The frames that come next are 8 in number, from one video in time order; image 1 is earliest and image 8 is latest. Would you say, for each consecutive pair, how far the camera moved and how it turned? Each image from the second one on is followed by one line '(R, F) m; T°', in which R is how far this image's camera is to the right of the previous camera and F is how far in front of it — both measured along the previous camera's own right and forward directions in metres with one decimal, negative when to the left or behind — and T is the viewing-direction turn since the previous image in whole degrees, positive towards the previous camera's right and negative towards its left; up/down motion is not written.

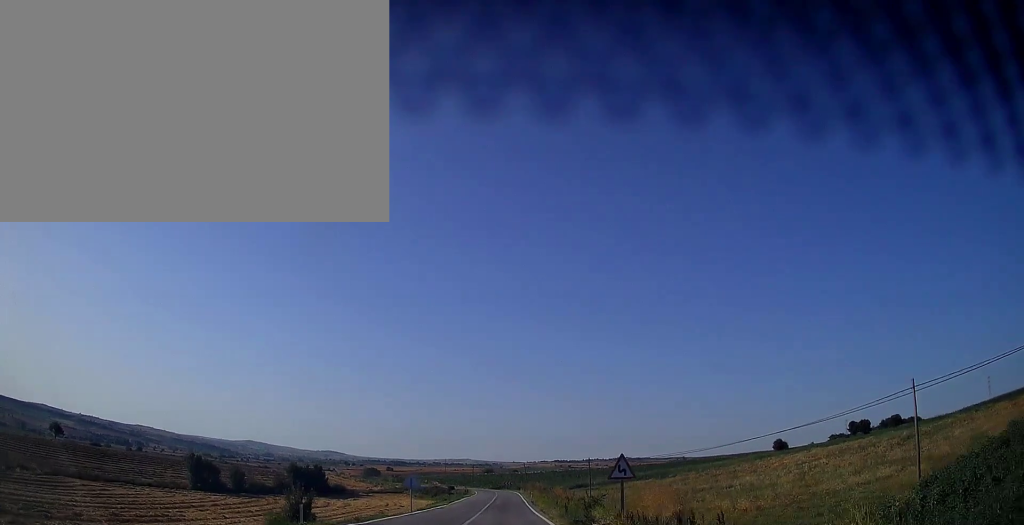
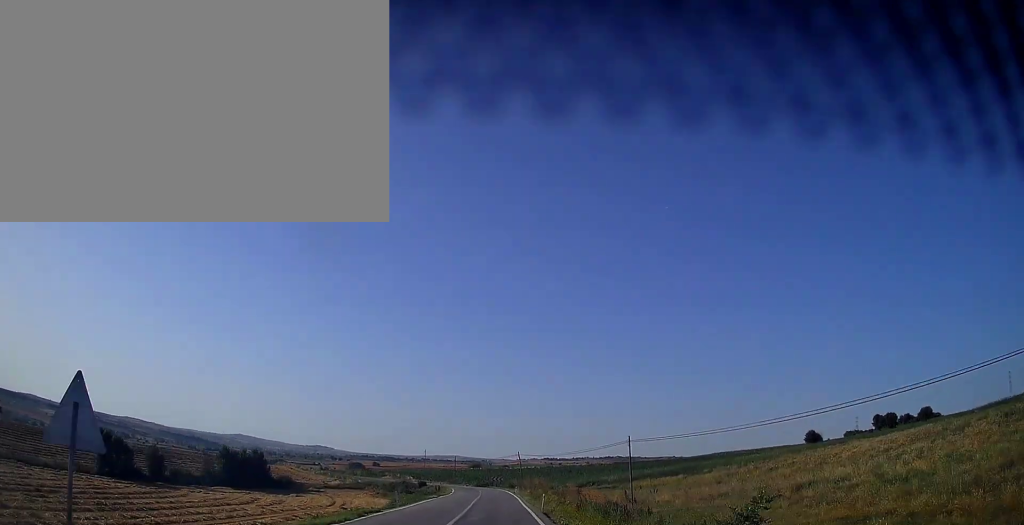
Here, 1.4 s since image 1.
(+0.4, +30.9) m; +1°
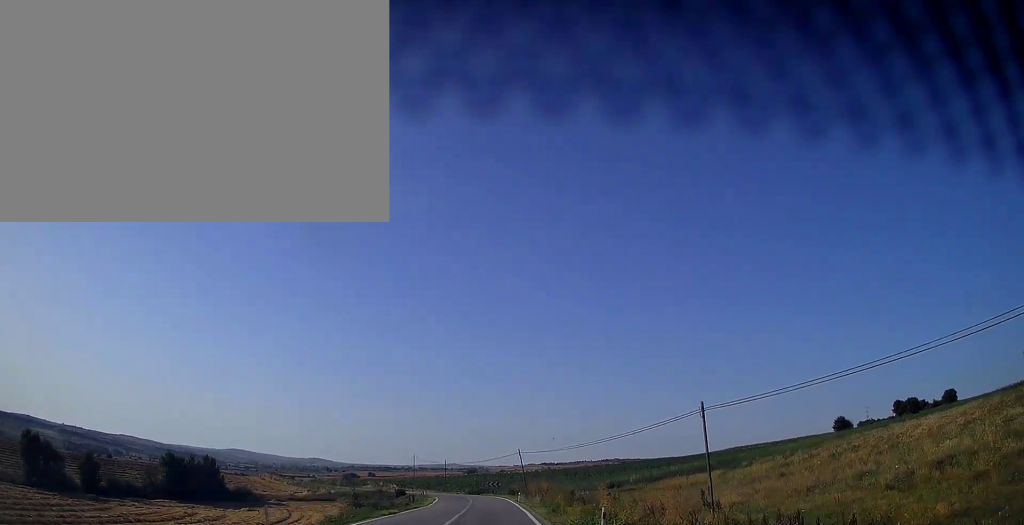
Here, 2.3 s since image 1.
(+0.1, +19.3) m; +1°
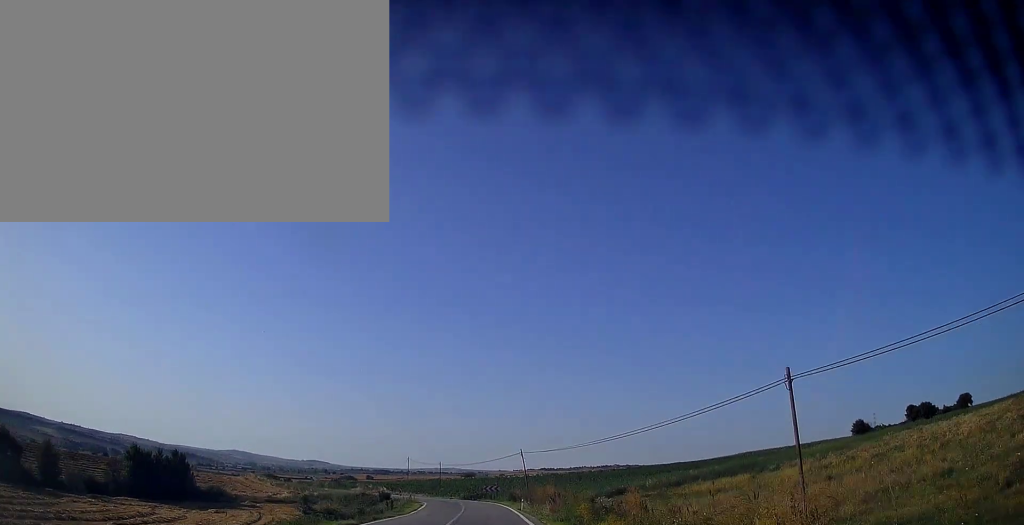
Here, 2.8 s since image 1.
(0.0, +10.5) m; 0°
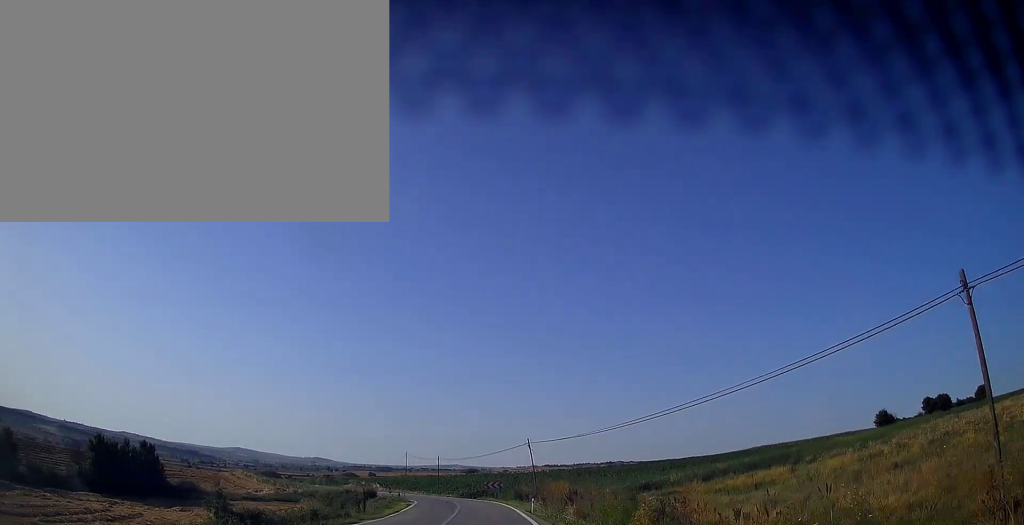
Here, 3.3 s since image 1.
(0.0, +9.7) m; 0°
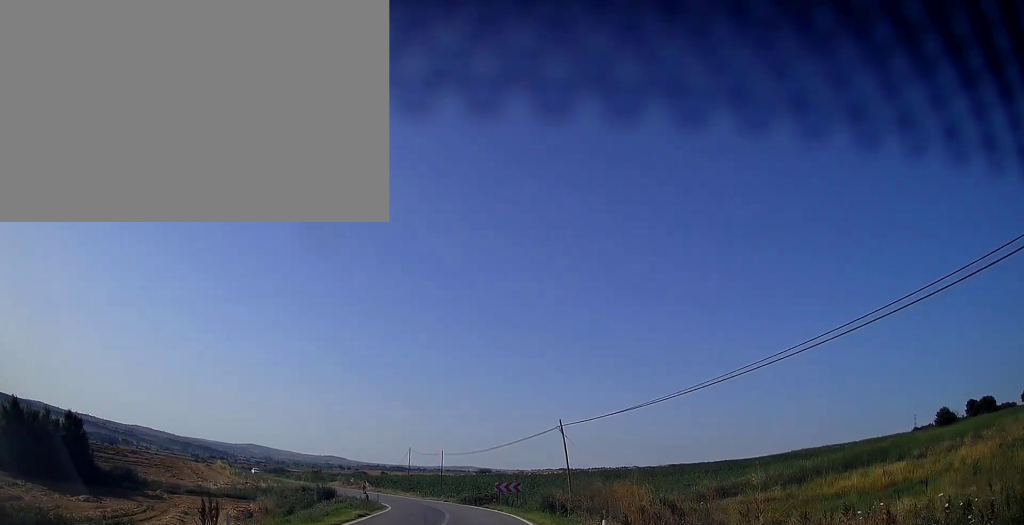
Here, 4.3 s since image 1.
(0.0, +19.3) m; -1°
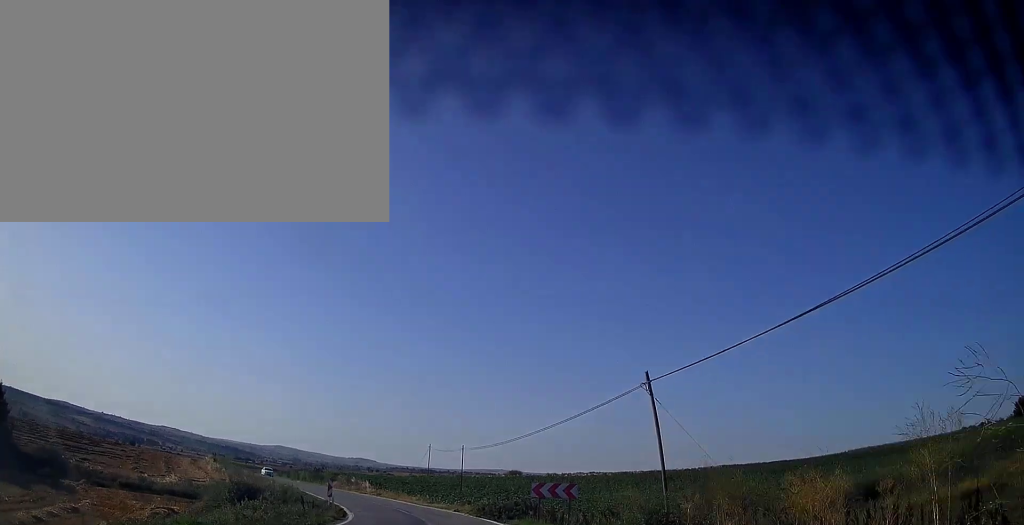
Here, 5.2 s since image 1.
(-0.4, +17.9) m; -2°
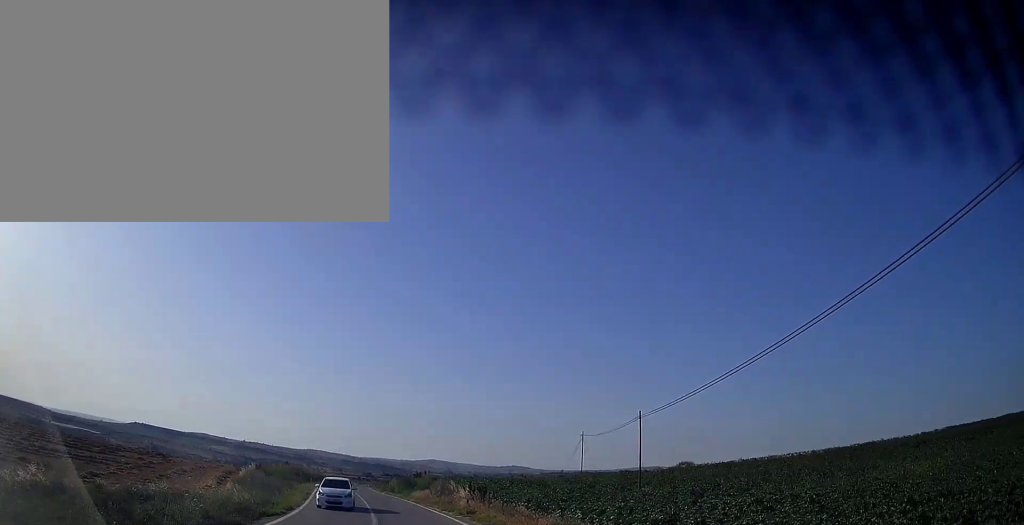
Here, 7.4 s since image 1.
(-2.5, +34.4) m; -12°
